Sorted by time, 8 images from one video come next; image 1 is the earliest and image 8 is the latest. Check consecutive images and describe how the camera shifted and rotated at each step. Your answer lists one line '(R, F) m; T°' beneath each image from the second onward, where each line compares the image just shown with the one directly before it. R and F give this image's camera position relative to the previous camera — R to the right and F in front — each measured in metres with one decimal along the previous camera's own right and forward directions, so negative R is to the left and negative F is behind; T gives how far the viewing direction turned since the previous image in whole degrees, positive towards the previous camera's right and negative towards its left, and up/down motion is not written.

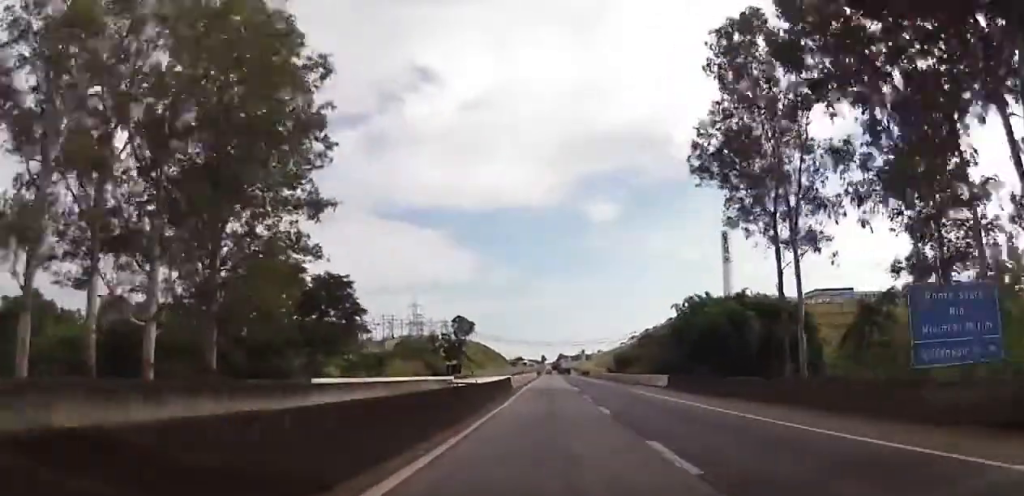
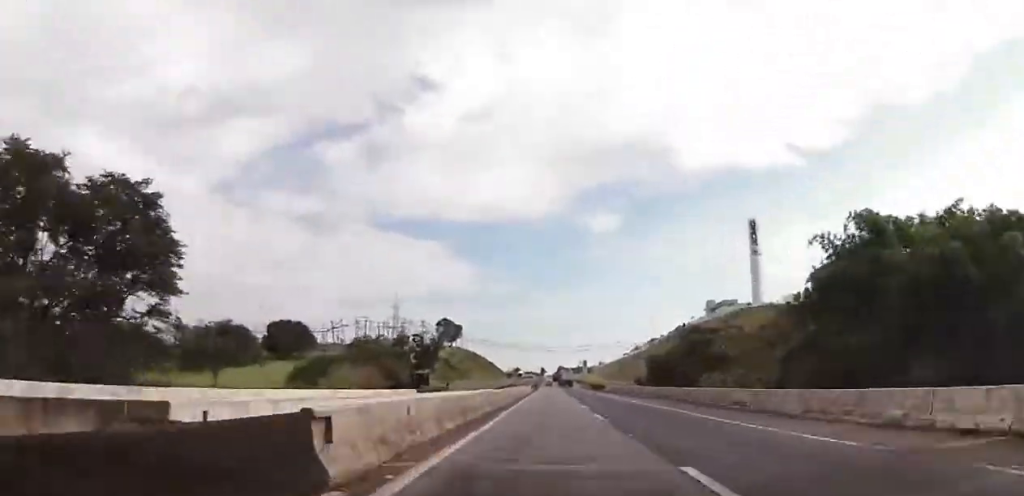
(-0.3, +39.2) m; 0°
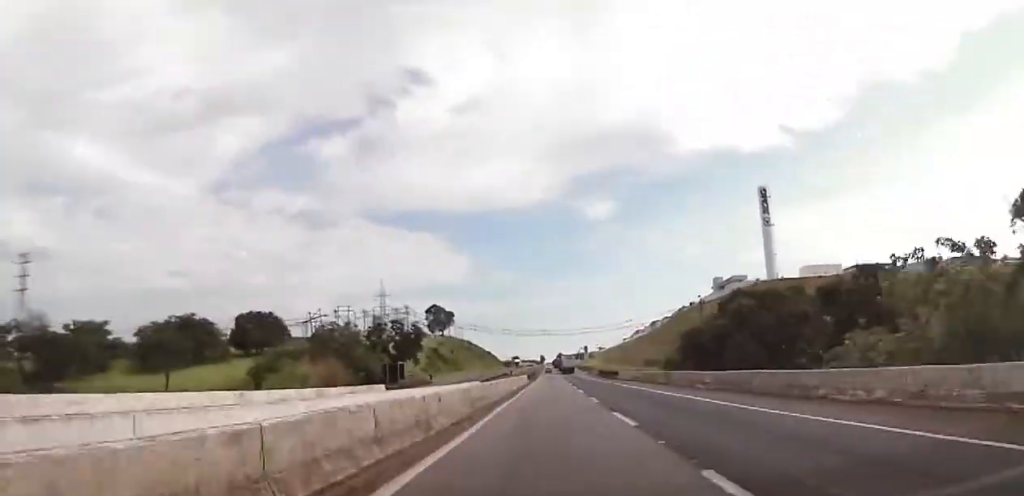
(-0.1, +18.9) m; 0°
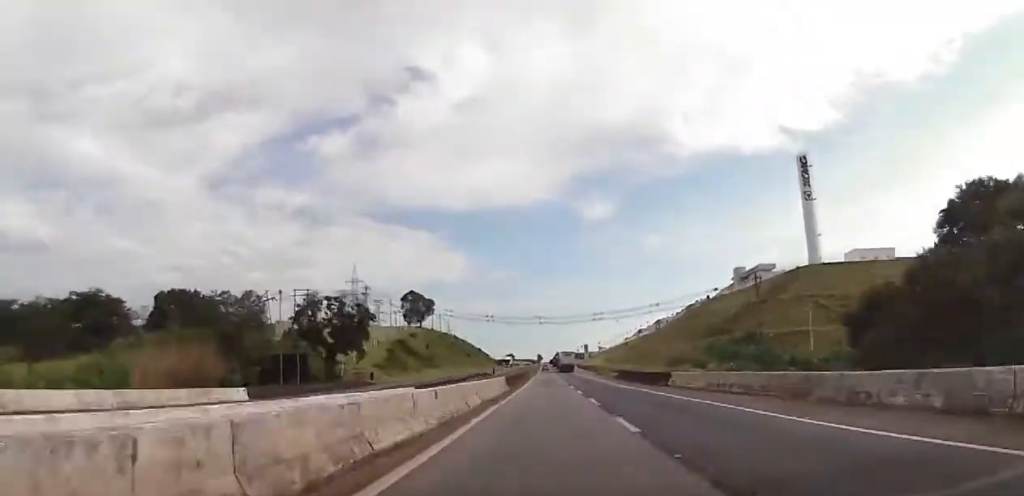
(+0.5, +36.3) m; +1°
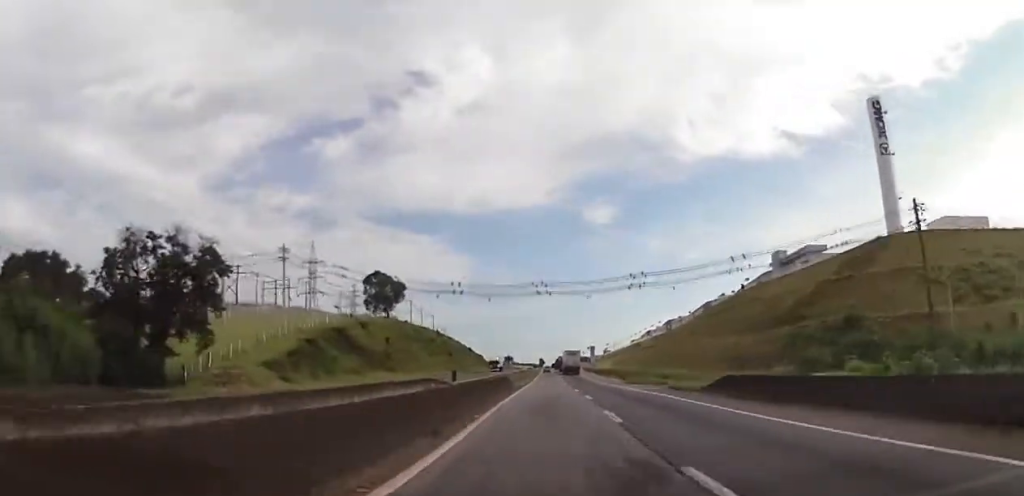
(-0.2, +42.8) m; -1°
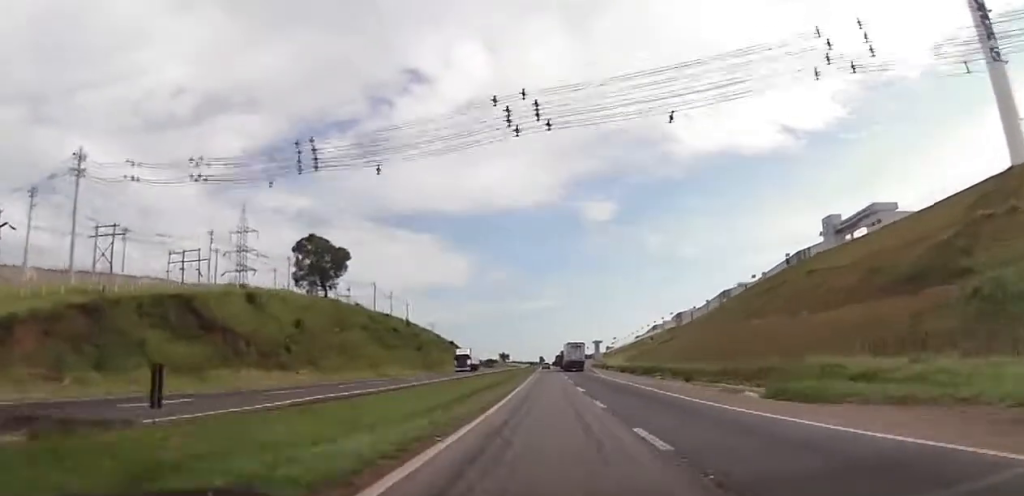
(-0.3, +44.3) m; -1°
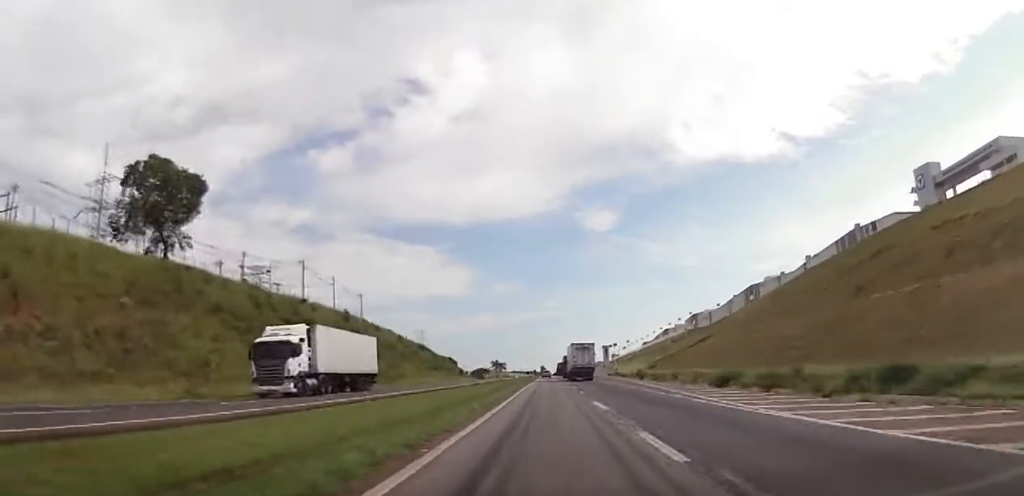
(+0.1, +50.6) m; +1°
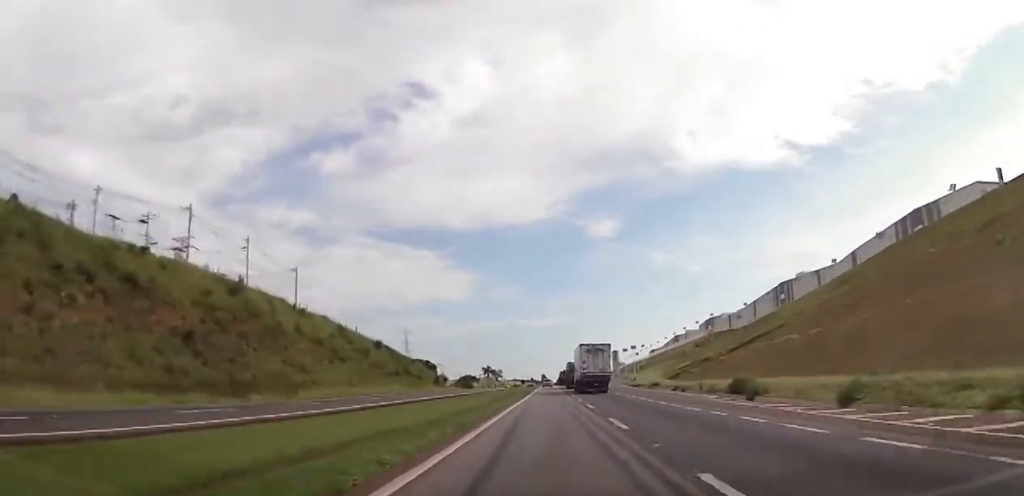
(+0.1, +41.7) m; 0°
